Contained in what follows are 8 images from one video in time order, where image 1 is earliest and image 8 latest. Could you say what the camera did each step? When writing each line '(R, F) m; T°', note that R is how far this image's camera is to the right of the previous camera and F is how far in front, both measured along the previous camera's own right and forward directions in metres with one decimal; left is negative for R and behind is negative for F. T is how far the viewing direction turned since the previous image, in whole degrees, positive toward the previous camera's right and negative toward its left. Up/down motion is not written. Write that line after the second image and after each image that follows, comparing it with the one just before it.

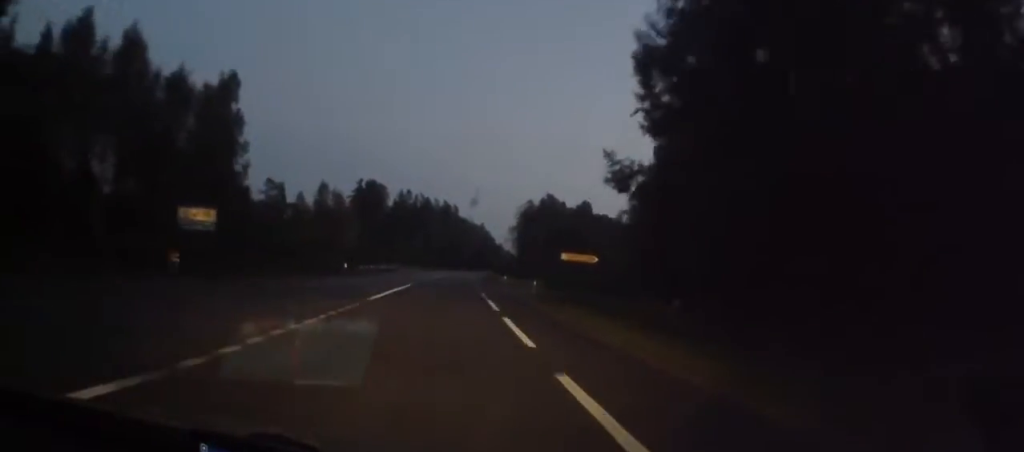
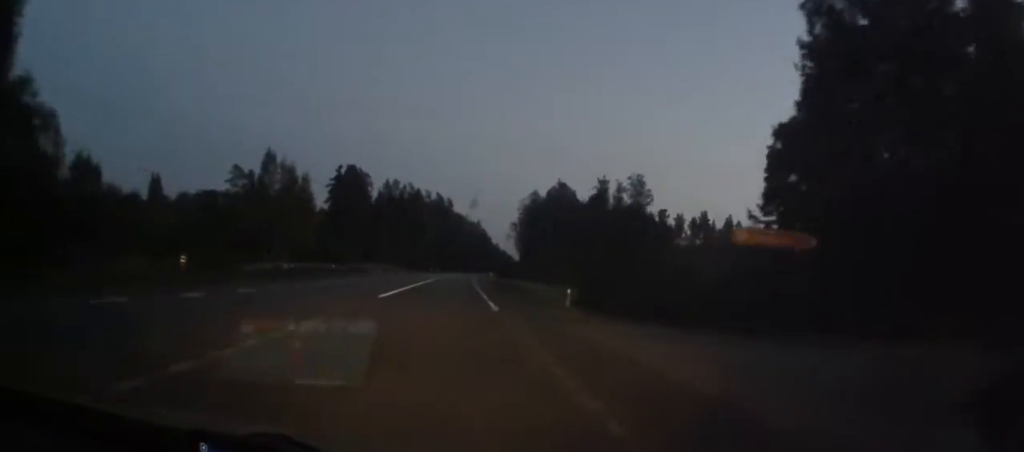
(+0.4, +33.2) m; +1°
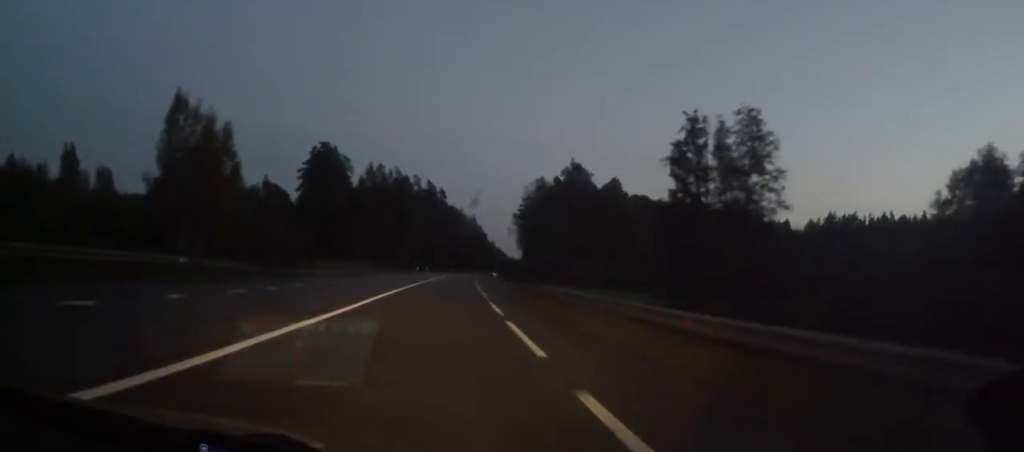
(+0.1, +29.8) m; +1°
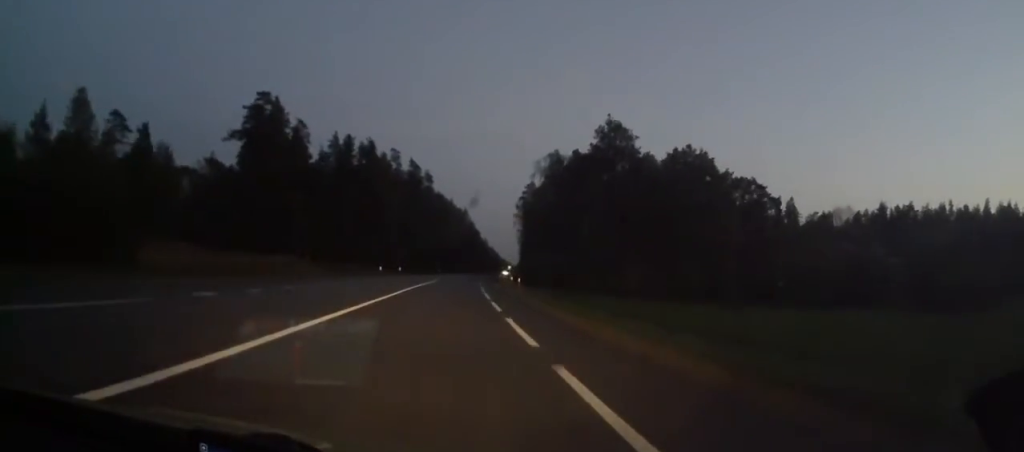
(+0.5, +44.4) m; +1°
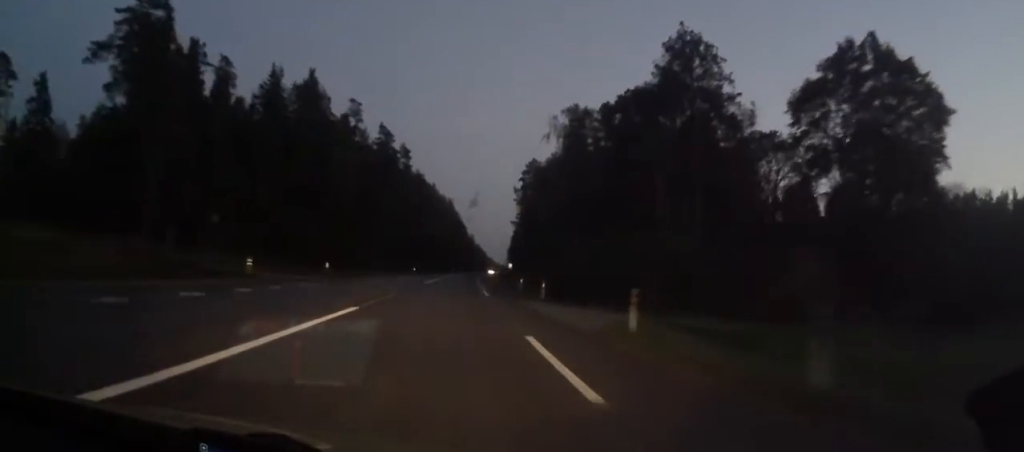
(+0.2, +41.6) m; 0°
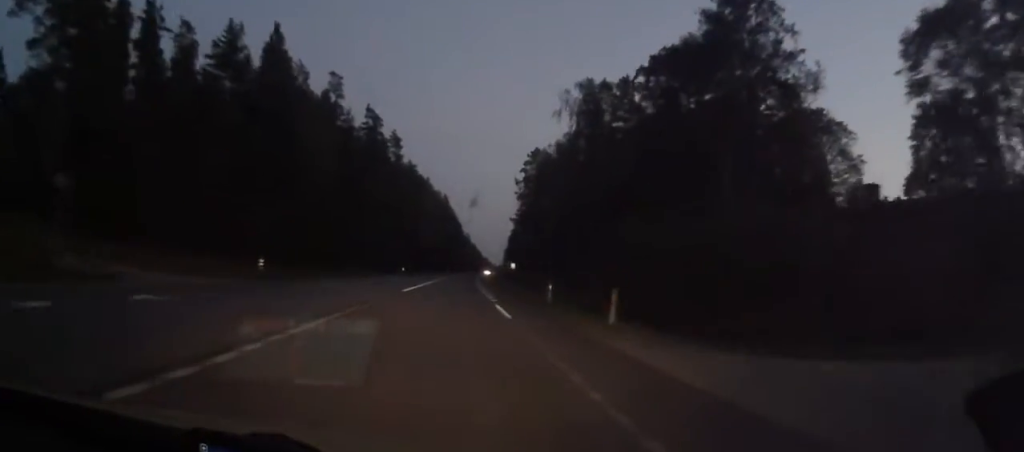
(0.0, +14.7) m; 0°
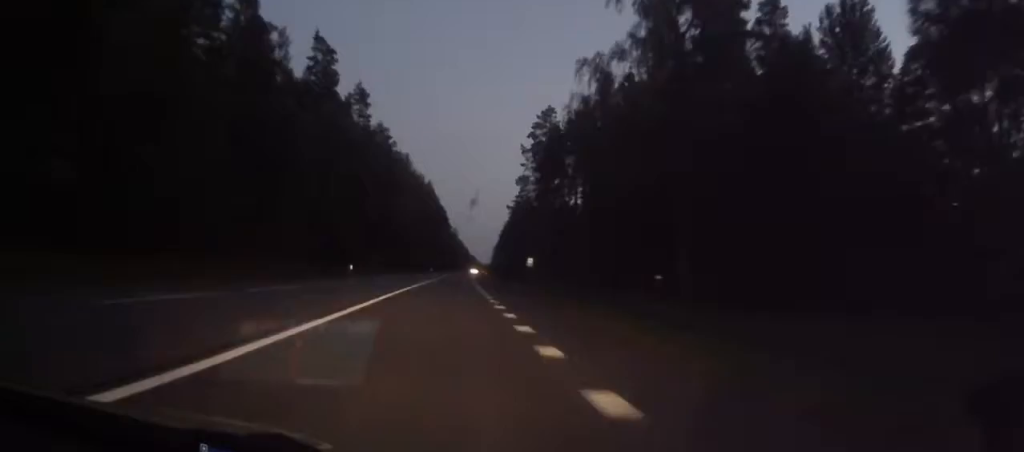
(+0.4, +37.8) m; +1°
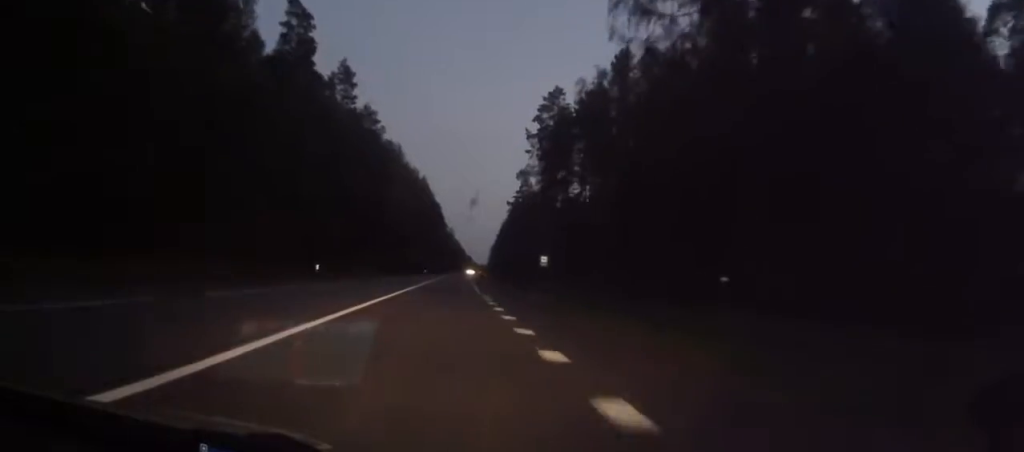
(+0.2, +12.5) m; 0°
